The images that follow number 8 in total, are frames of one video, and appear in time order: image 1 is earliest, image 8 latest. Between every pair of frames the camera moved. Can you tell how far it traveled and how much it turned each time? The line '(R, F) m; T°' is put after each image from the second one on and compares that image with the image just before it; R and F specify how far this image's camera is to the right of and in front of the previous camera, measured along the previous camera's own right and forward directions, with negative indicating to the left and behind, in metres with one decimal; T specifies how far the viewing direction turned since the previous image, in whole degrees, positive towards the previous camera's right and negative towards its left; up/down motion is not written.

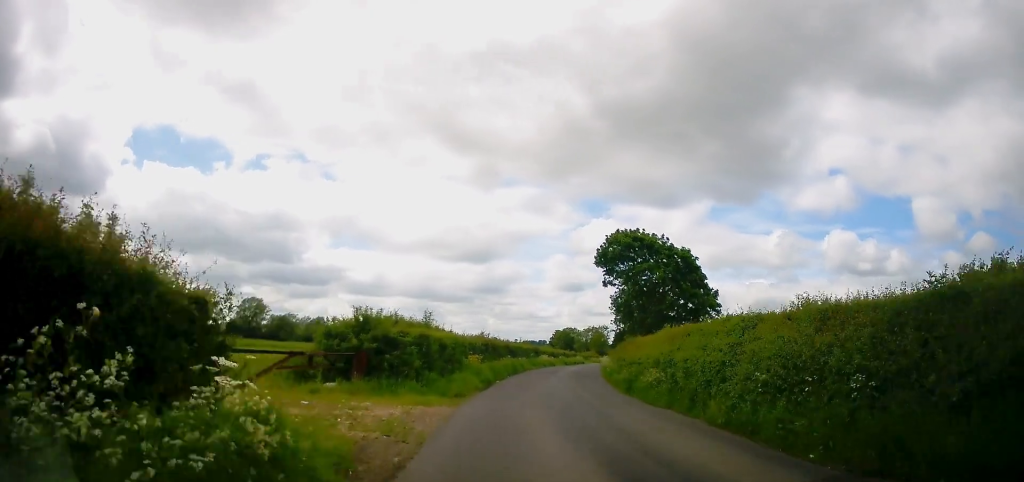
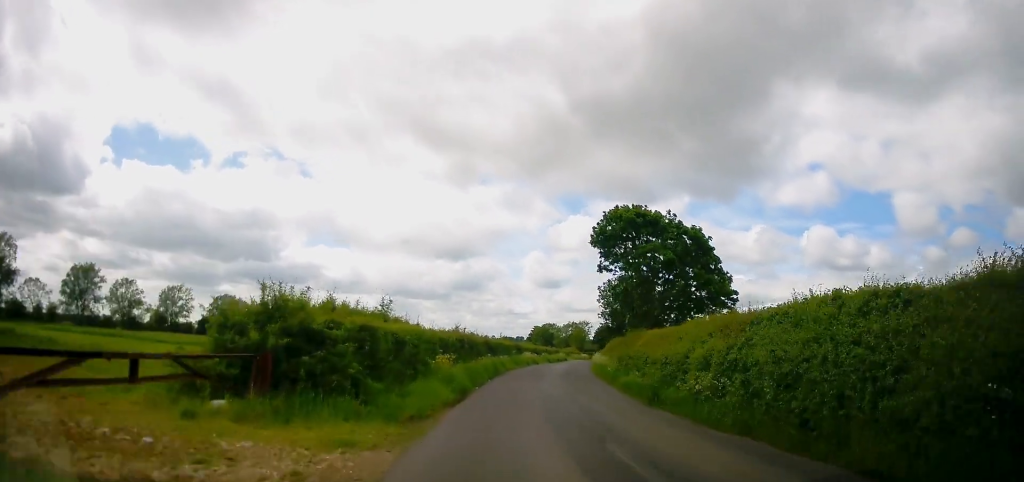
(+0.2, +5.9) m; +3°
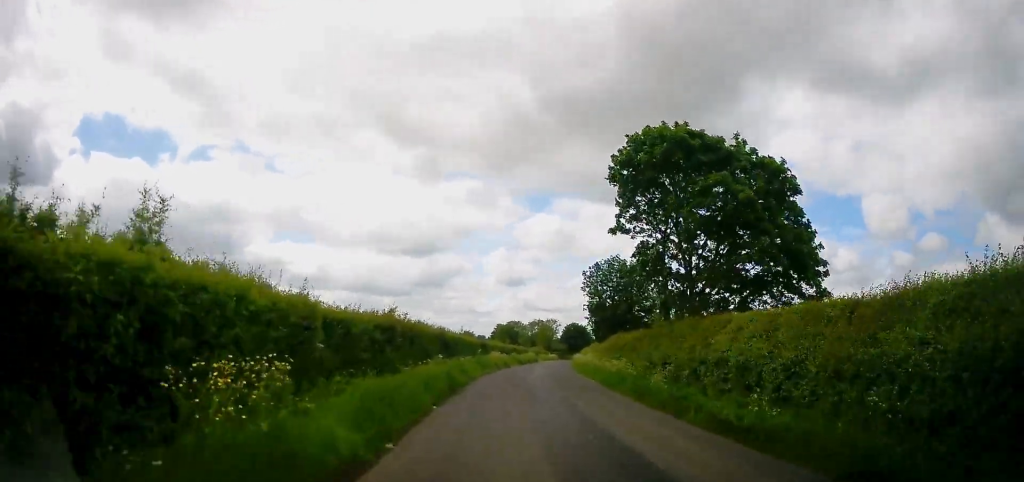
(+0.6, +12.1) m; +6°
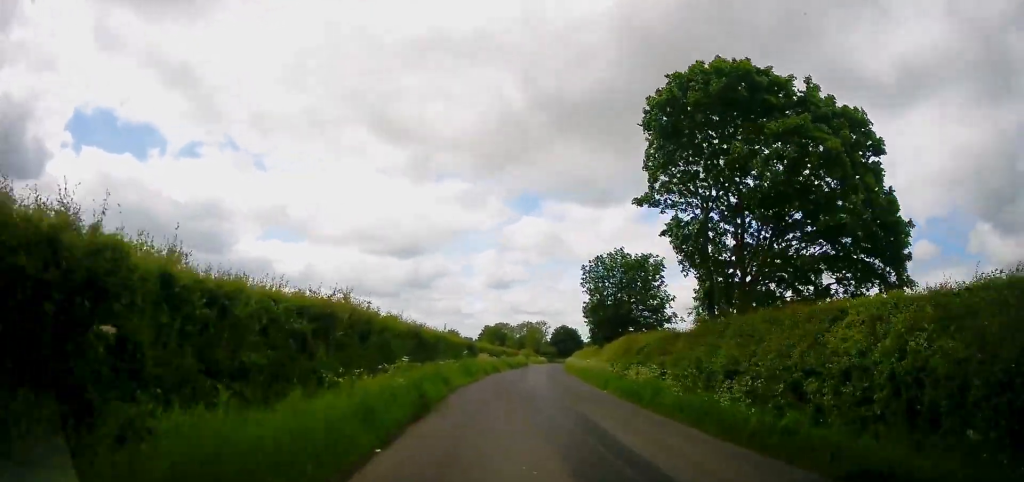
(+0.2, +5.4) m; 0°
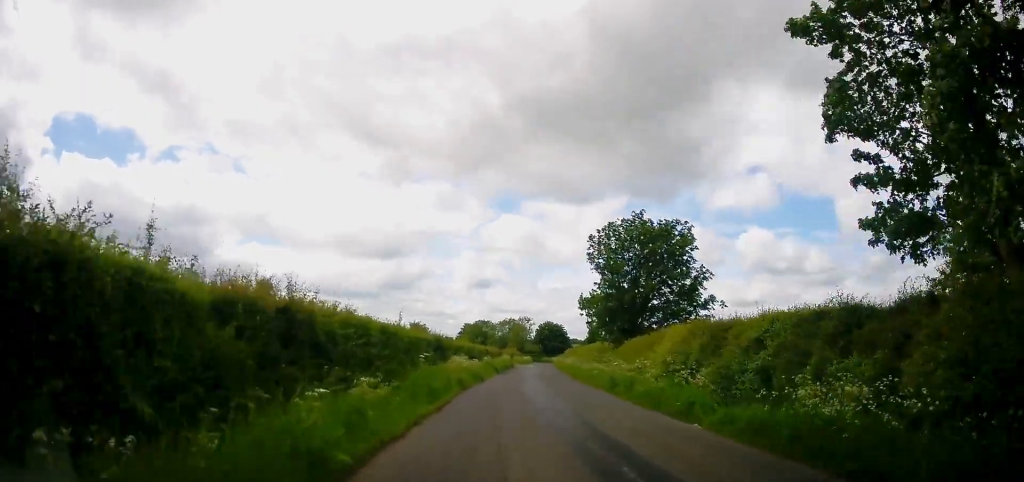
(+0.1, +11.3) m; 0°
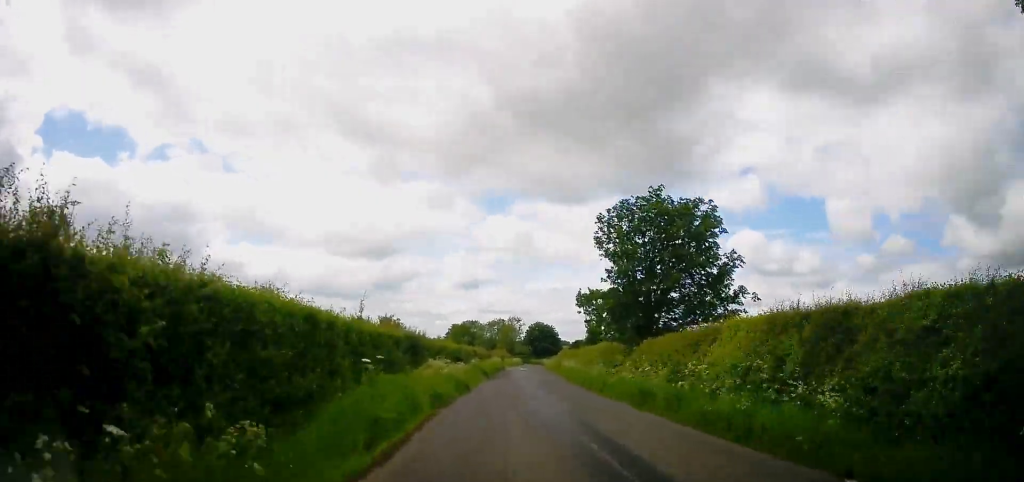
(-0.3, +5.6) m; +1°
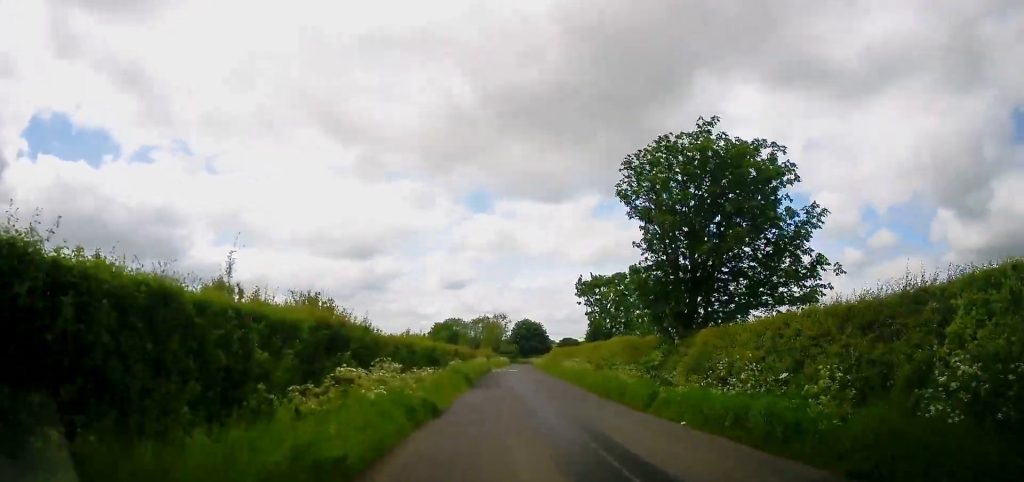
(+0.4, +8.7) m; +3°
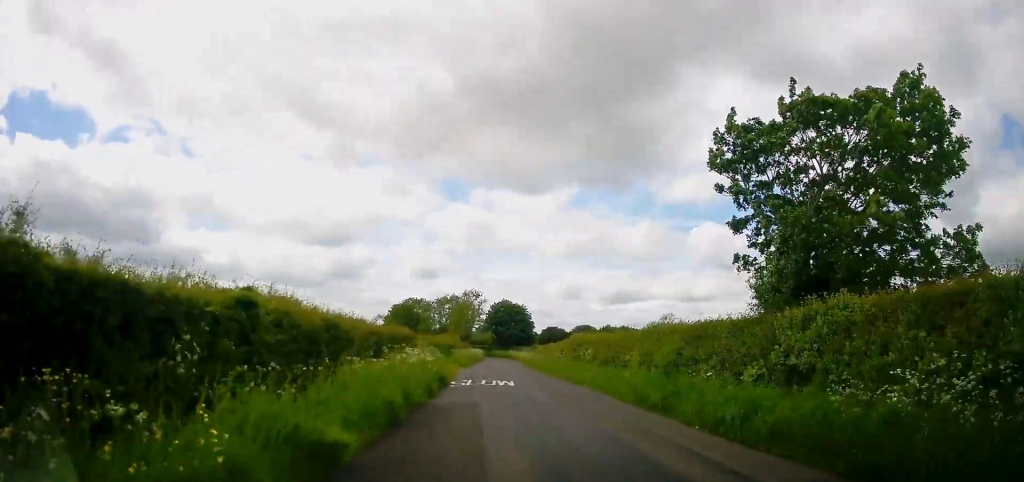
(+1.3, +33.1) m; +3°
